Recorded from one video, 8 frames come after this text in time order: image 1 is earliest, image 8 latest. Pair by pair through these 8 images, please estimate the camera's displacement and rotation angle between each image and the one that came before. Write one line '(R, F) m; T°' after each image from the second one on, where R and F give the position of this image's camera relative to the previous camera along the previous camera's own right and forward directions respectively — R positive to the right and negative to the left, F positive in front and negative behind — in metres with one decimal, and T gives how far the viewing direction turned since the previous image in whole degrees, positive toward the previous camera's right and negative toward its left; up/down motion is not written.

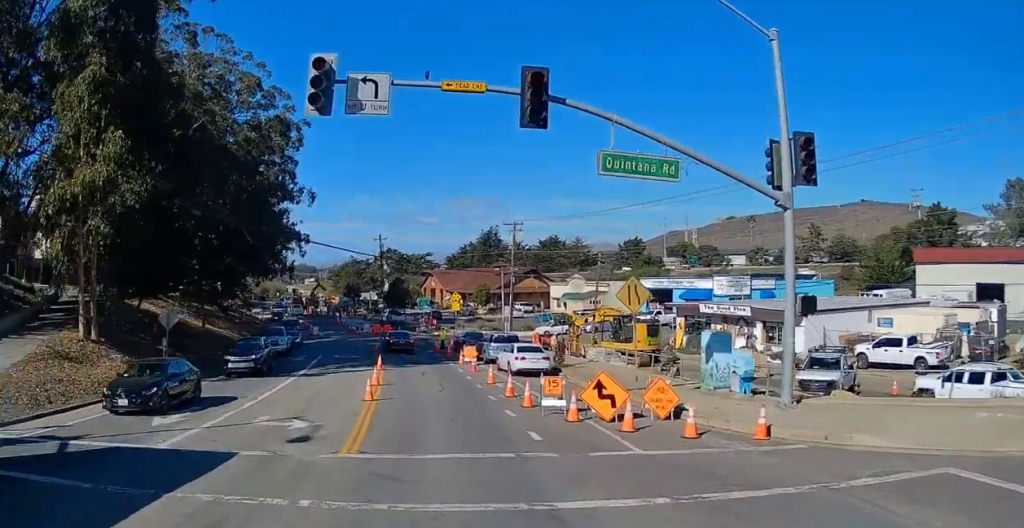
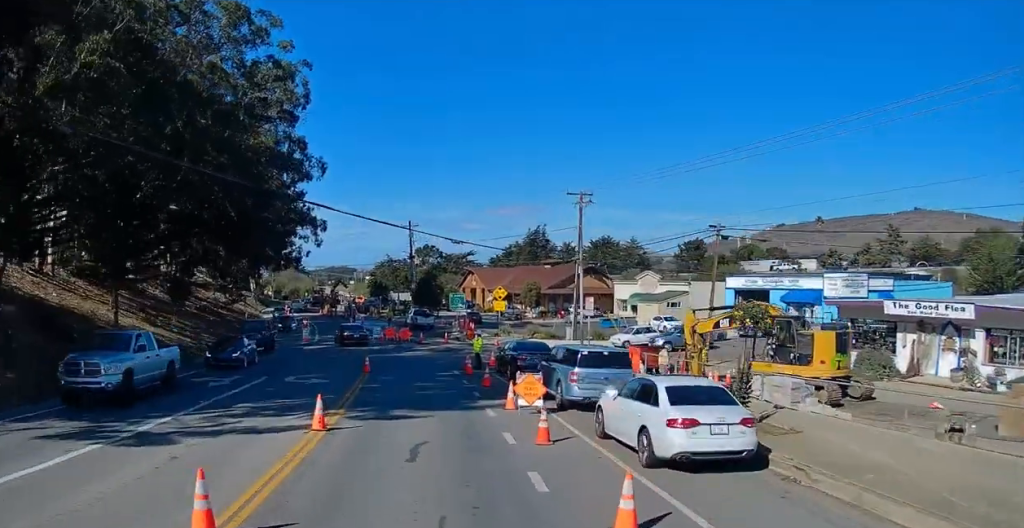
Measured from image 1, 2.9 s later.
(-1.5, +15.1) m; -10°
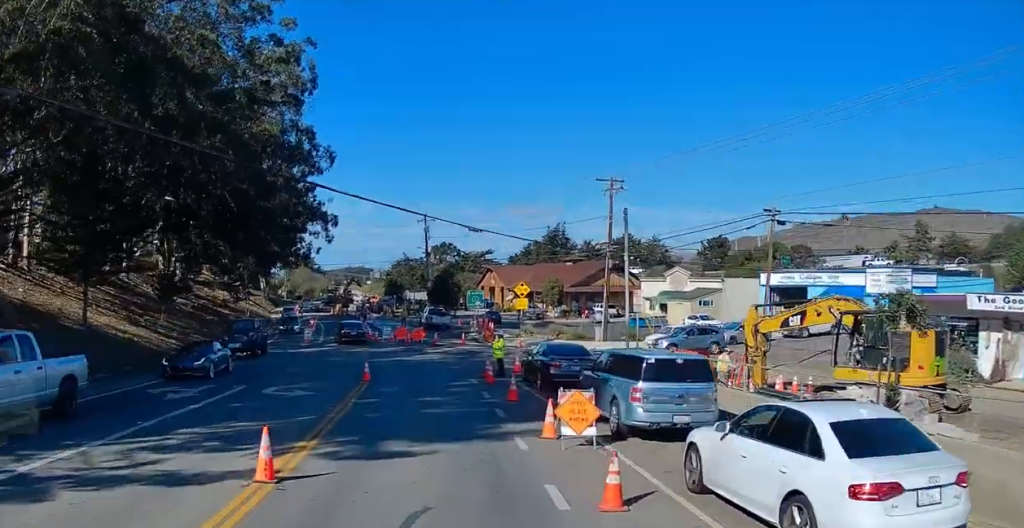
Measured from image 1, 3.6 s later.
(0.0, +4.0) m; -1°
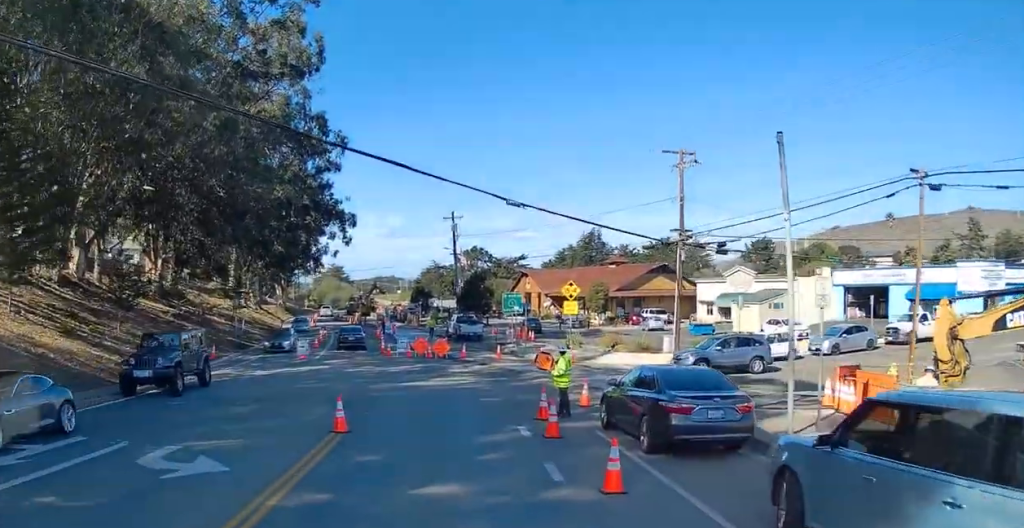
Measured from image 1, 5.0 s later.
(0.0, +8.9) m; +1°
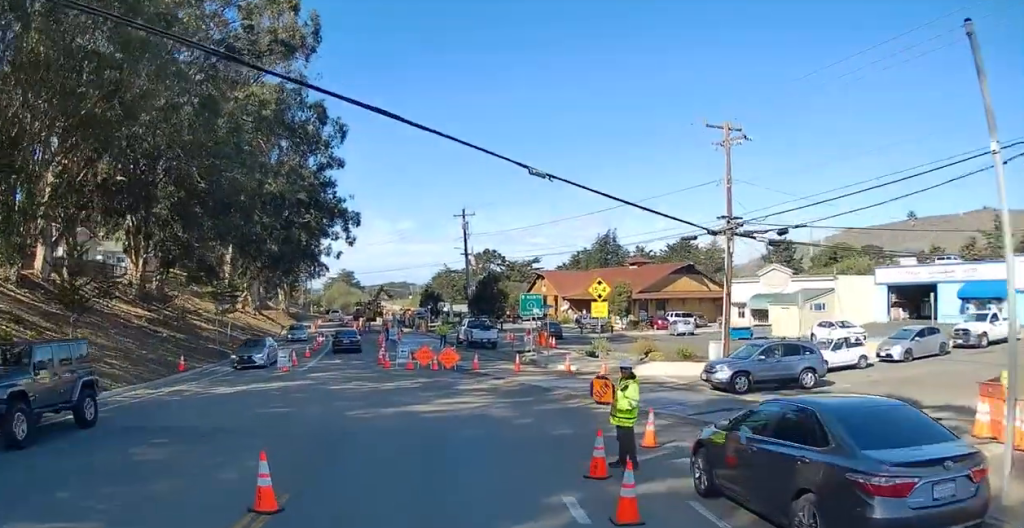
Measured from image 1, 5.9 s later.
(-0.1, +5.6) m; +2°
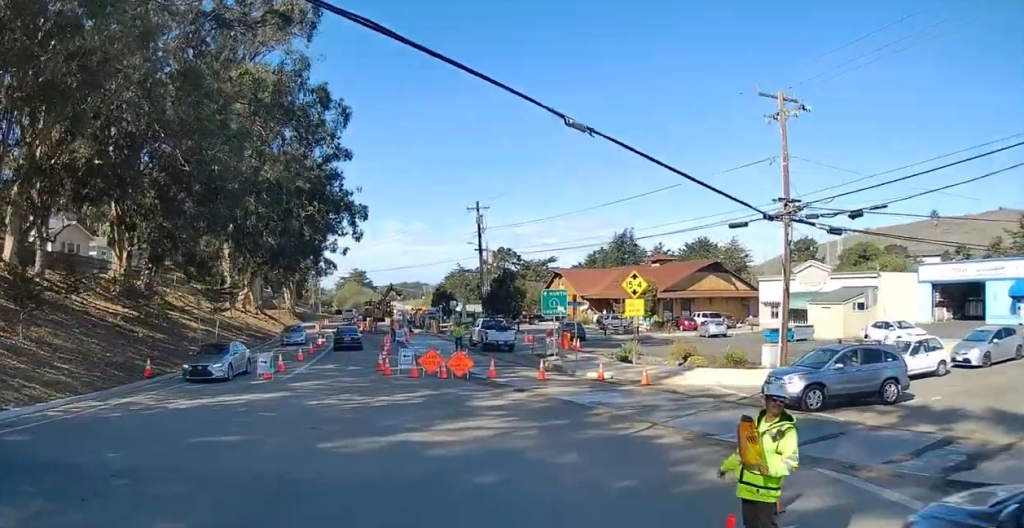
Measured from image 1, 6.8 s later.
(+0.3, +4.5) m; -3°
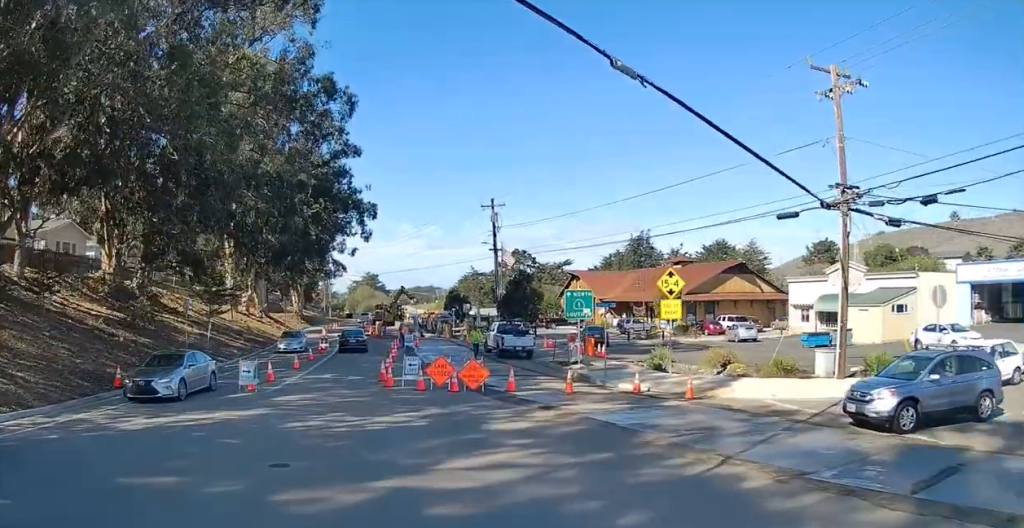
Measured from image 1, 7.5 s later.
(0.0, +3.3) m; -5°
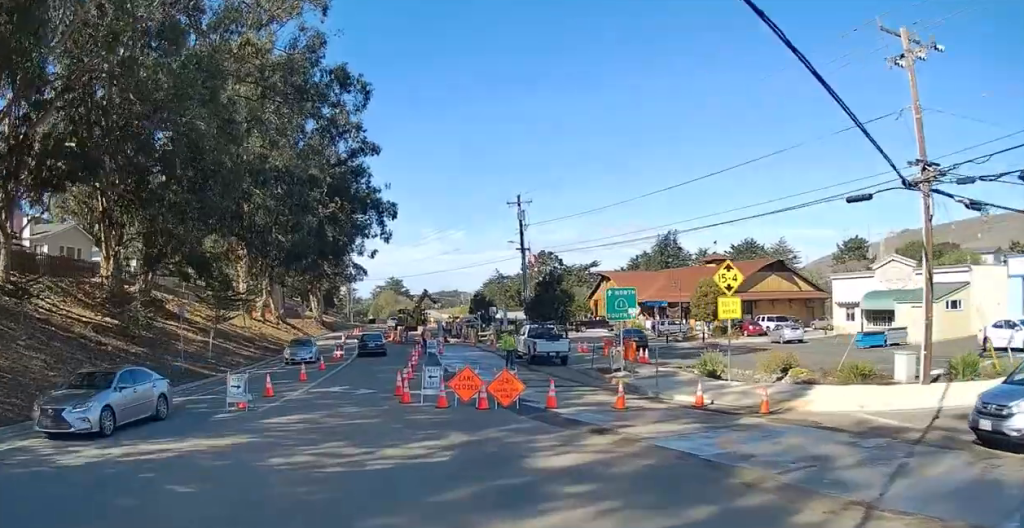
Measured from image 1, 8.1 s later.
(-0.3, +3.2) m; -9°
